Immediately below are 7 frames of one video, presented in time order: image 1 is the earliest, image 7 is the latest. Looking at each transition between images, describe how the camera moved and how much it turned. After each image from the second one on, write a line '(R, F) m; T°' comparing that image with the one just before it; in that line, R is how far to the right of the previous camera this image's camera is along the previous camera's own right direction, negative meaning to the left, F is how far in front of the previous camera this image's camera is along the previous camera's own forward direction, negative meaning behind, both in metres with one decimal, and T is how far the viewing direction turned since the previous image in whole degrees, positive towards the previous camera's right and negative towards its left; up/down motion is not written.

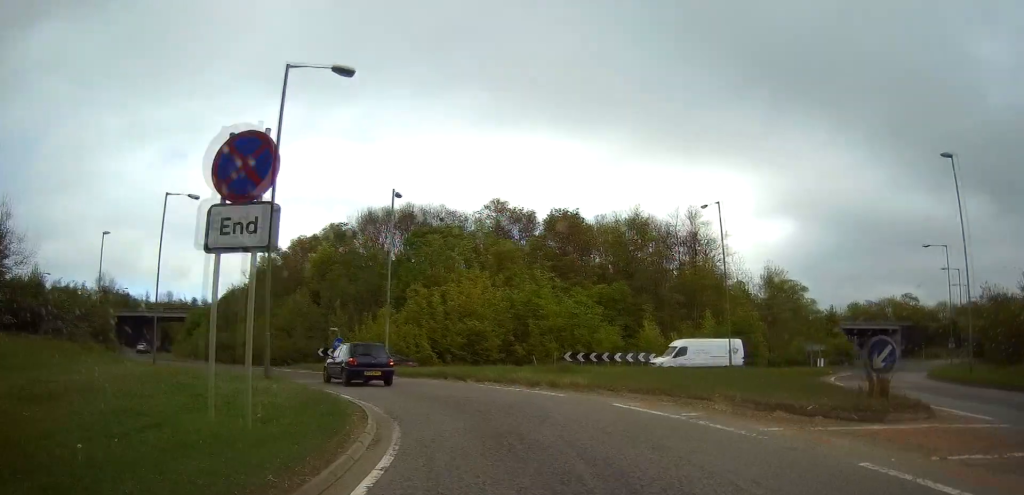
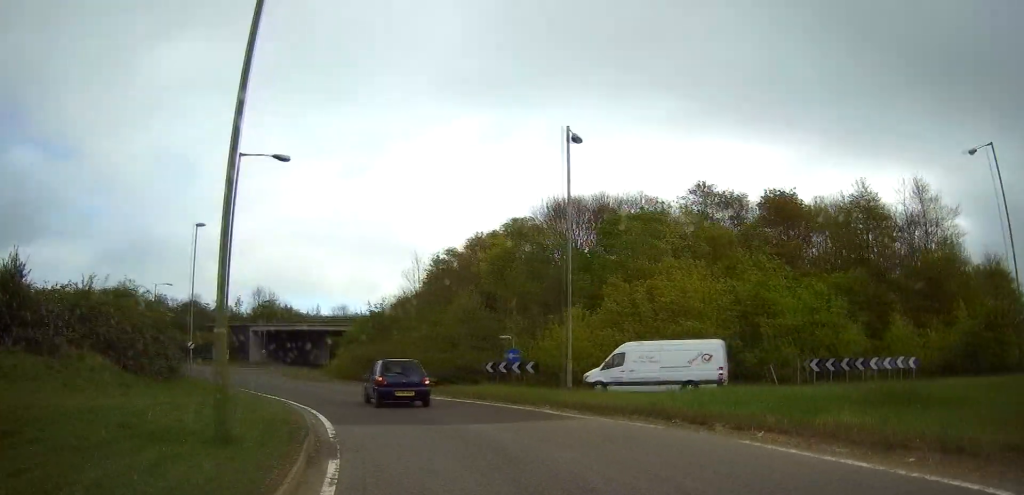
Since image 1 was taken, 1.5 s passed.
(-1.8, +13.5) m; -17°
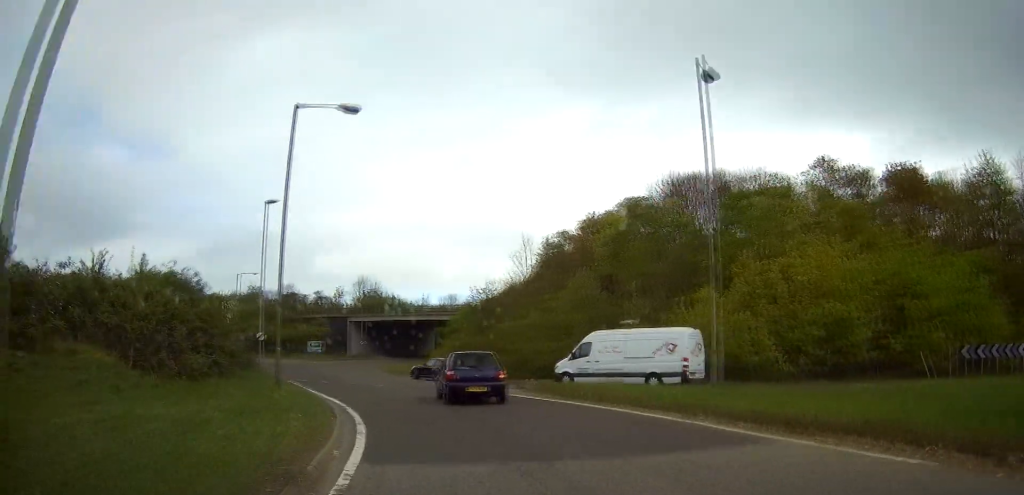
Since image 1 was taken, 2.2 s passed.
(-0.5, +5.9) m; -8°
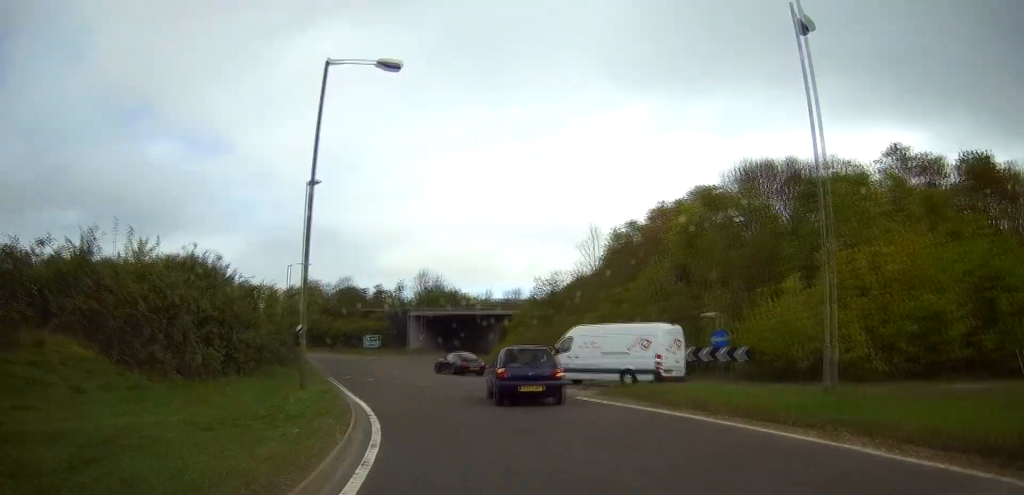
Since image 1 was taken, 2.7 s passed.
(-0.2, +3.7) m; -4°
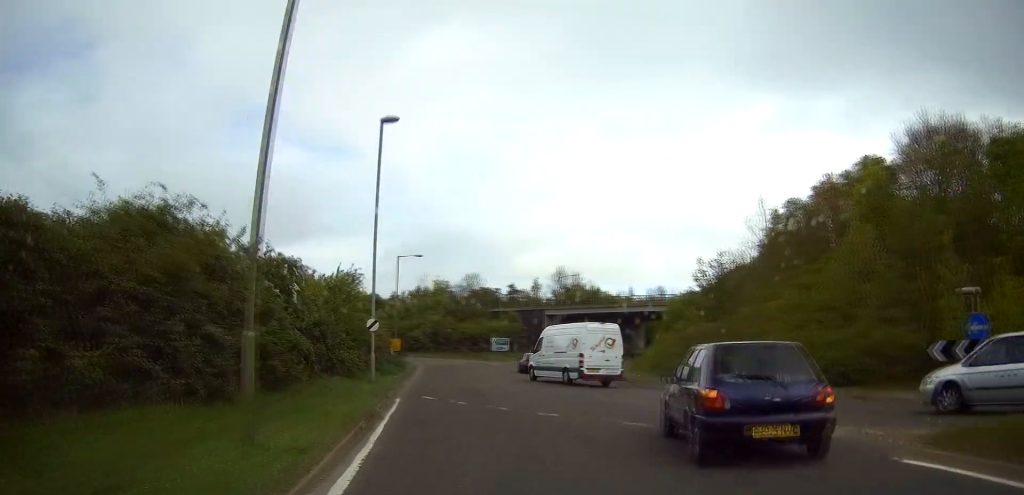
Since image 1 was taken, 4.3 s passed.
(-1.0, +11.1) m; -9°
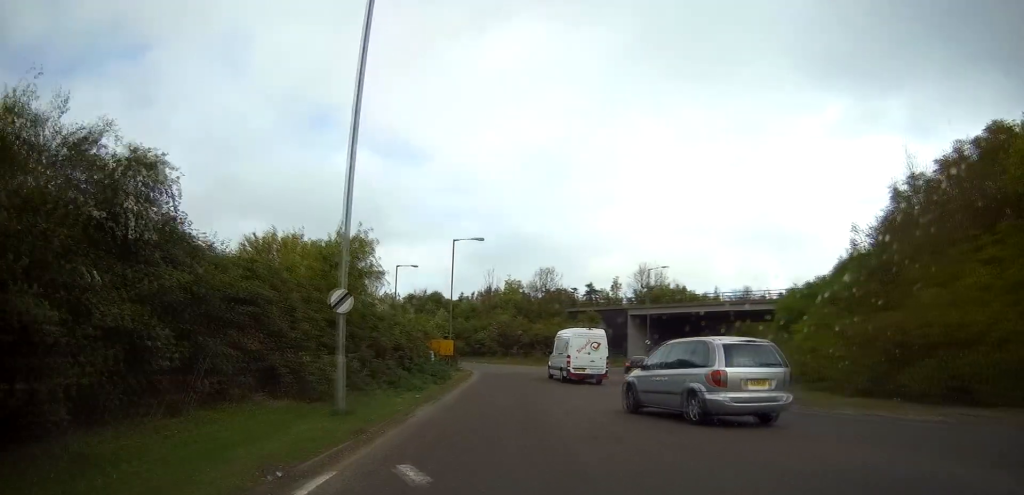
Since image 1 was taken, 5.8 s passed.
(-0.7, +11.5) m; -6°
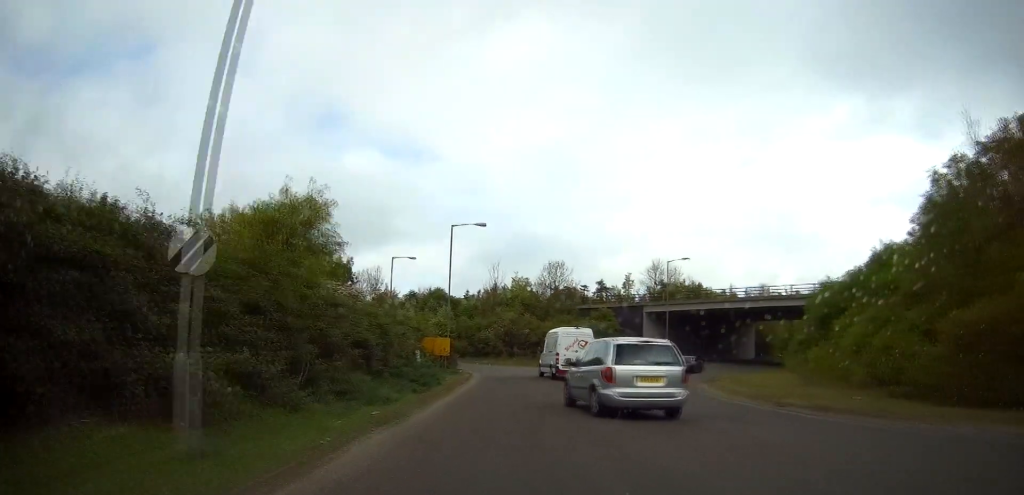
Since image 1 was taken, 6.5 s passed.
(-0.1, +5.5) m; -2°
